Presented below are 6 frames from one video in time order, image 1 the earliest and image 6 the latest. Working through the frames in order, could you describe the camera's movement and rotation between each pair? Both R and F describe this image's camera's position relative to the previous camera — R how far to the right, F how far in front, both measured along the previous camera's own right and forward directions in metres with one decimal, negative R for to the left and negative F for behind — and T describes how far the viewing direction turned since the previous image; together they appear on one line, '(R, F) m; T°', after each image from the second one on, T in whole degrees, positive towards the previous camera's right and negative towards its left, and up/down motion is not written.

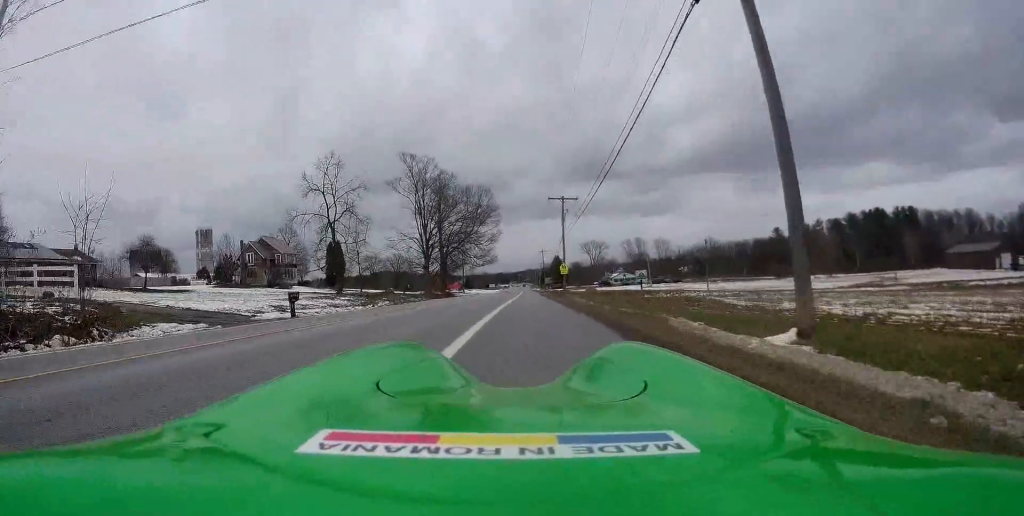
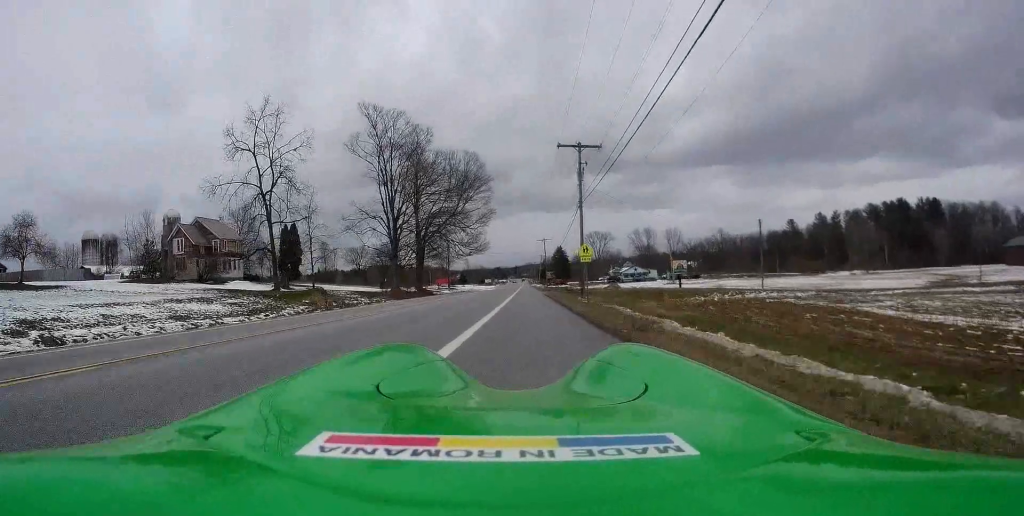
(0.0, +21.0) m; +1°
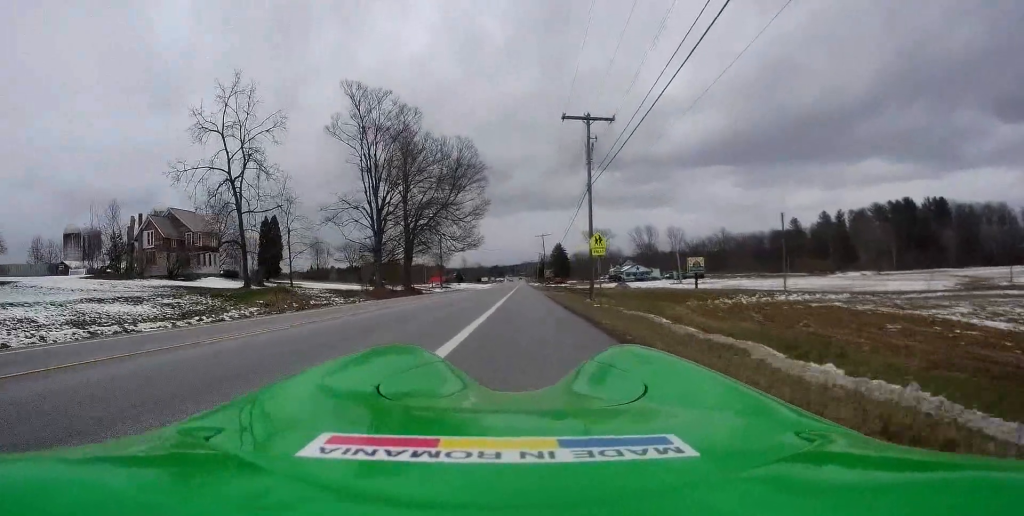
(0.0, +6.6) m; 0°
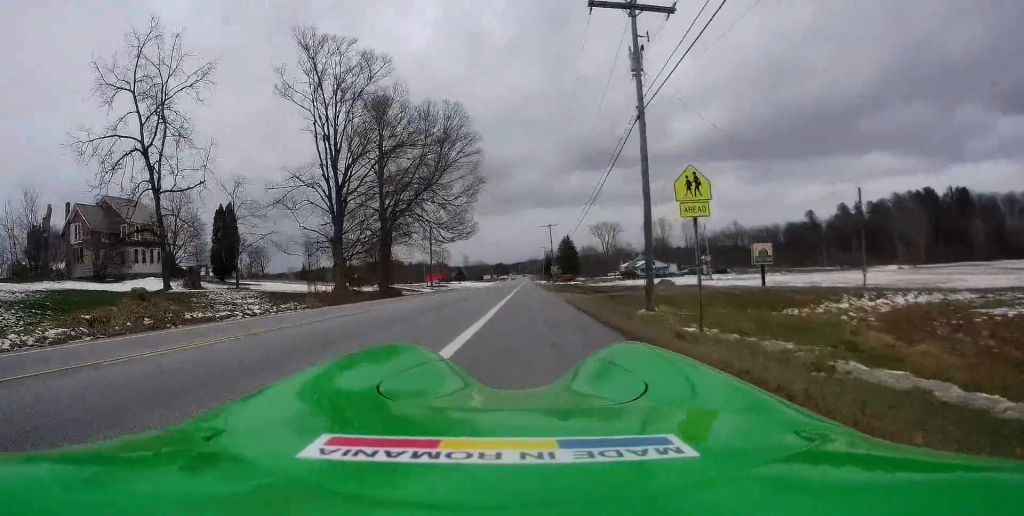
(+0.2, +14.6) m; -1°
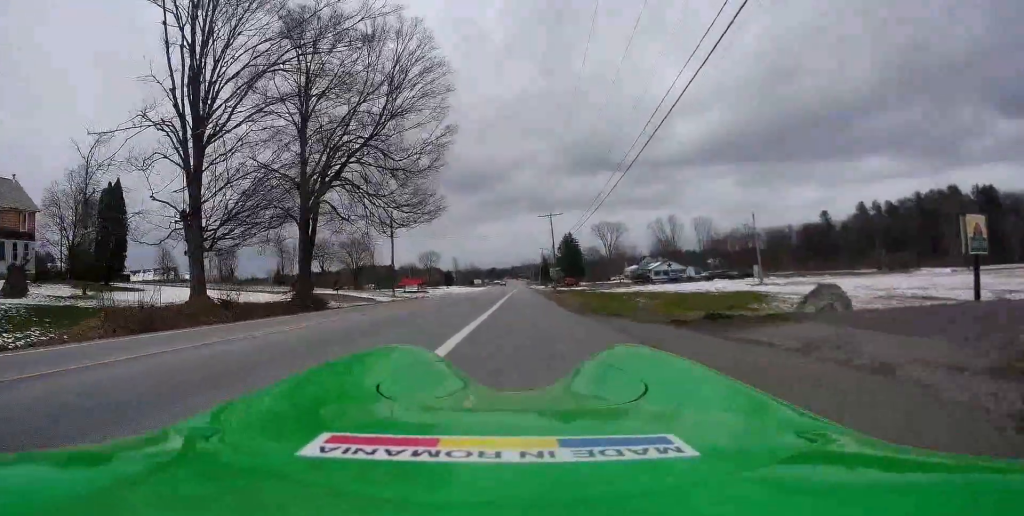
(-0.3, +20.5) m; +2°
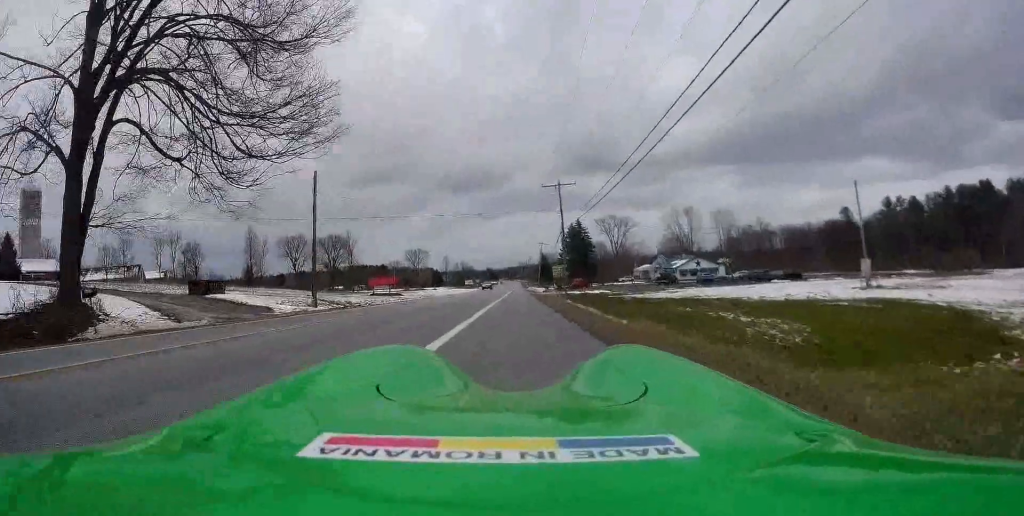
(-0.2, +20.9) m; -2°
